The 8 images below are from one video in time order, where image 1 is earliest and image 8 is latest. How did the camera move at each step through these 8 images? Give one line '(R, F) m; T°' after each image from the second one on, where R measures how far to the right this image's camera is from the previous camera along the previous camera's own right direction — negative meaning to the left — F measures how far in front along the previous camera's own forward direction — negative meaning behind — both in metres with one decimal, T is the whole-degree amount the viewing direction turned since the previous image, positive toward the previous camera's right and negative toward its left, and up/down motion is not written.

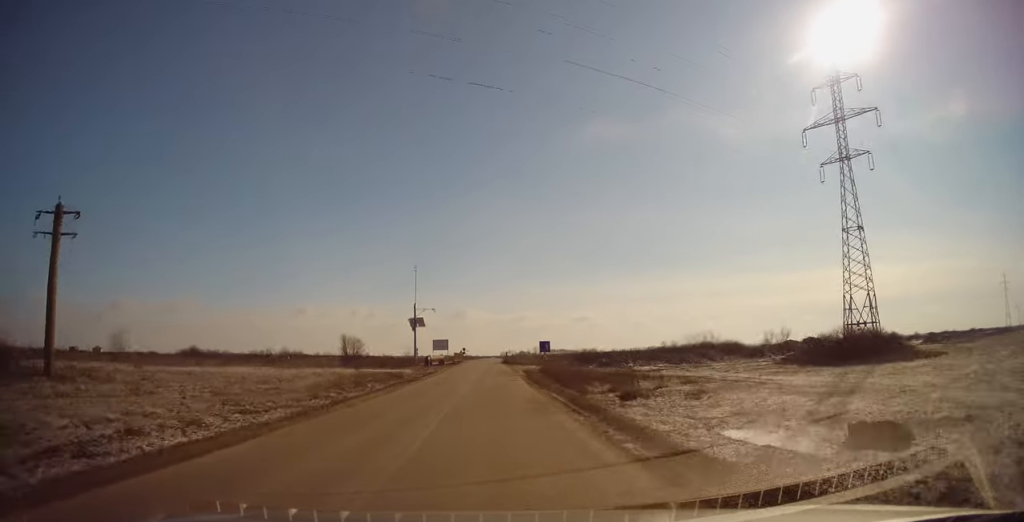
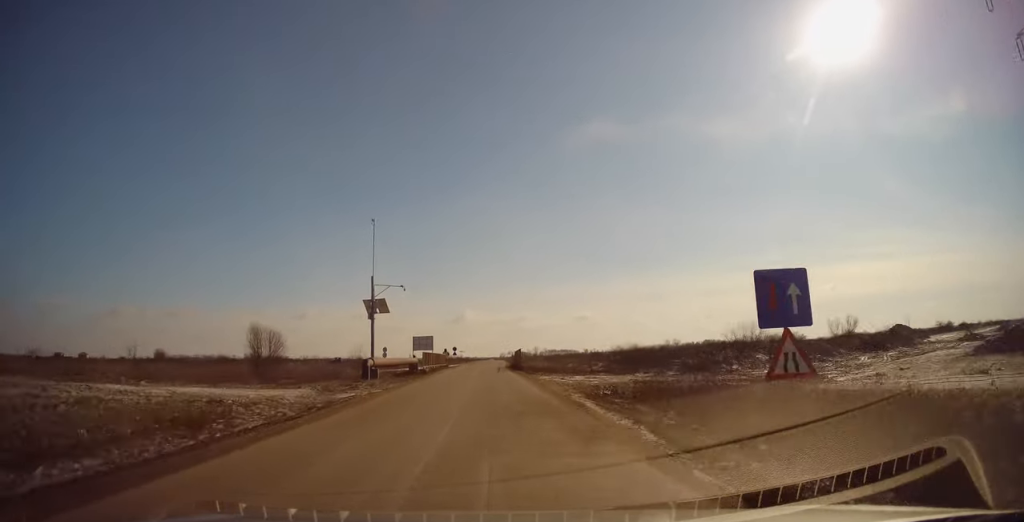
(-0.6, +27.3) m; -2°
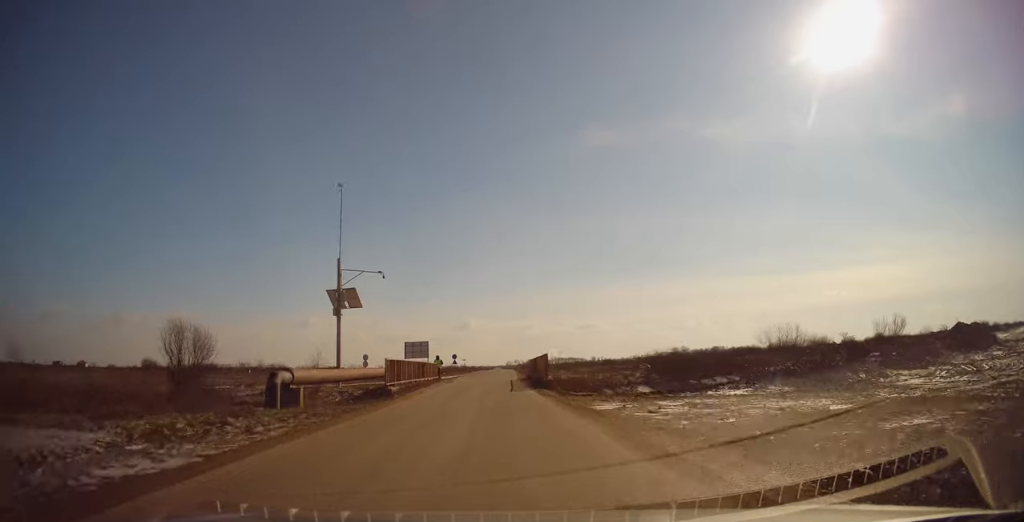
(0.0, +12.7) m; 0°
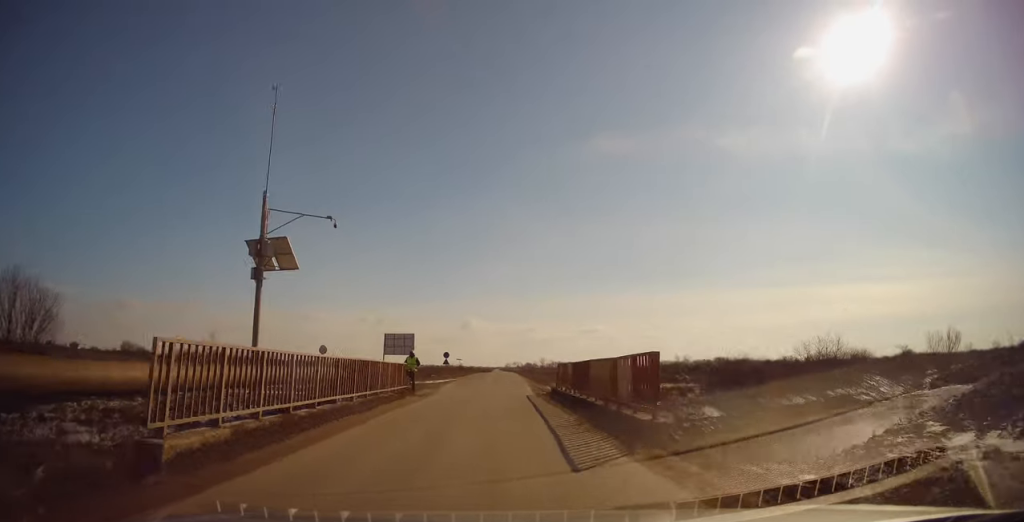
(0.0, +13.4) m; 0°
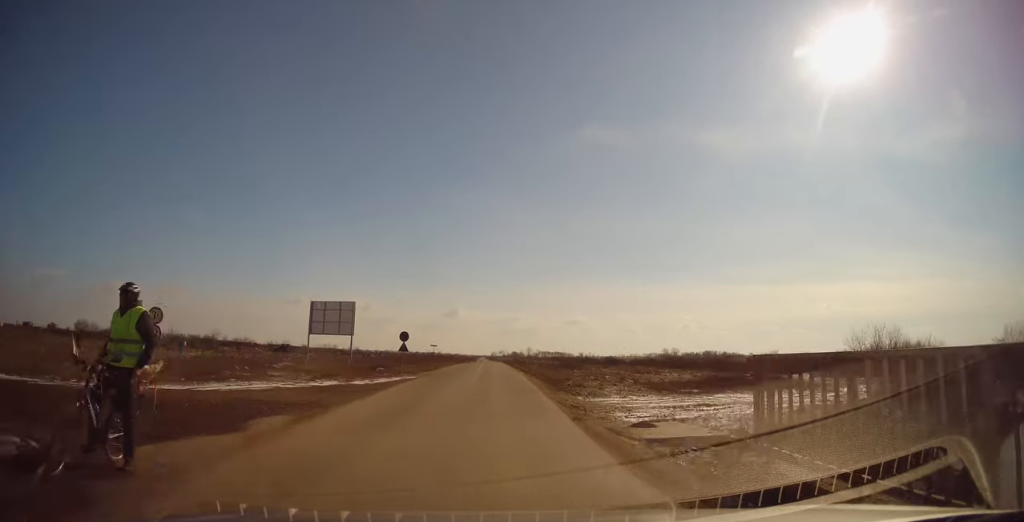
(0.0, +18.5) m; +1°
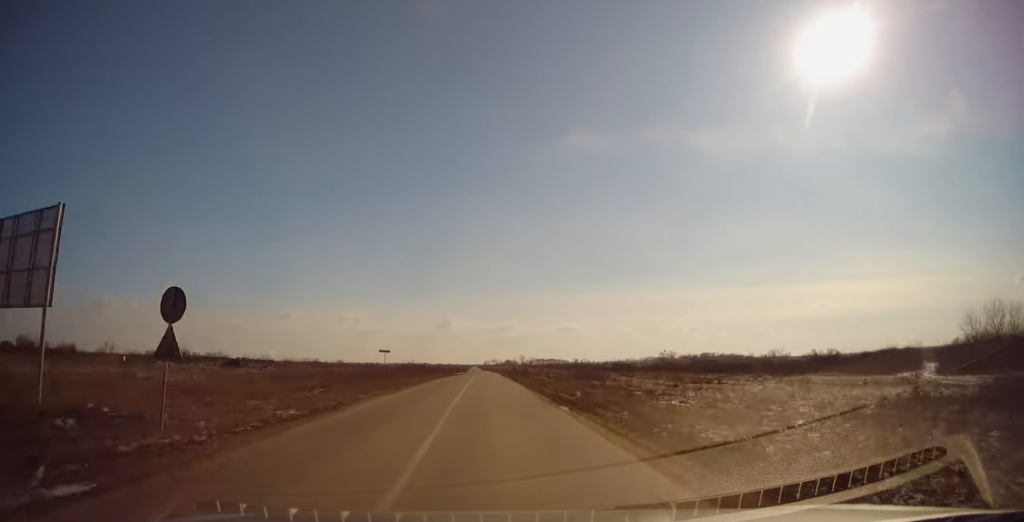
(+0.6, +23.4) m; +1°
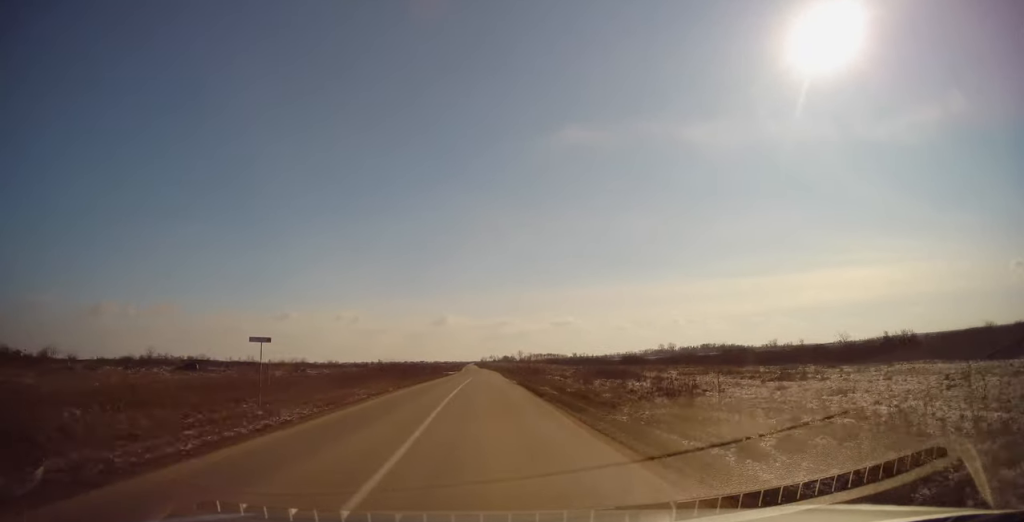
(-0.5, +17.9) m; 0°
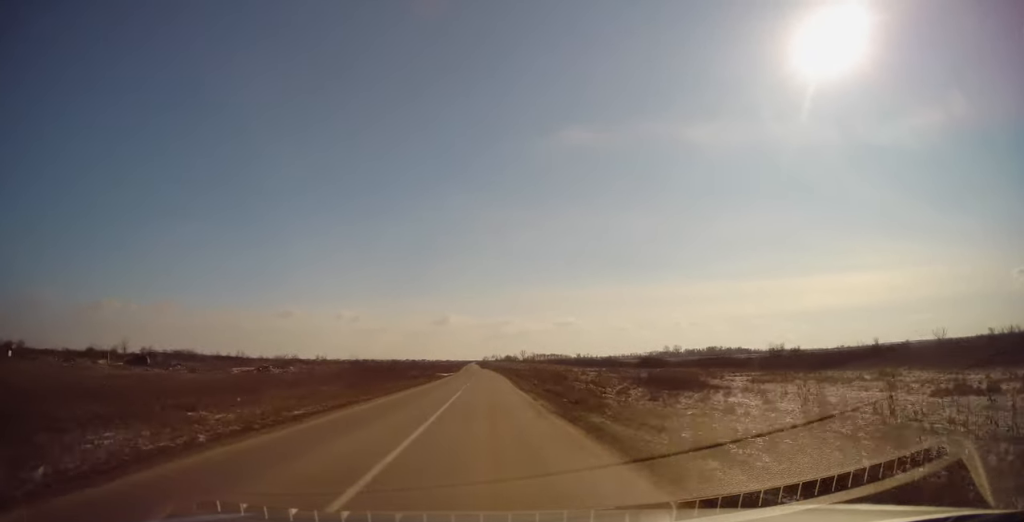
(+0.4, +17.1) m; +1°
